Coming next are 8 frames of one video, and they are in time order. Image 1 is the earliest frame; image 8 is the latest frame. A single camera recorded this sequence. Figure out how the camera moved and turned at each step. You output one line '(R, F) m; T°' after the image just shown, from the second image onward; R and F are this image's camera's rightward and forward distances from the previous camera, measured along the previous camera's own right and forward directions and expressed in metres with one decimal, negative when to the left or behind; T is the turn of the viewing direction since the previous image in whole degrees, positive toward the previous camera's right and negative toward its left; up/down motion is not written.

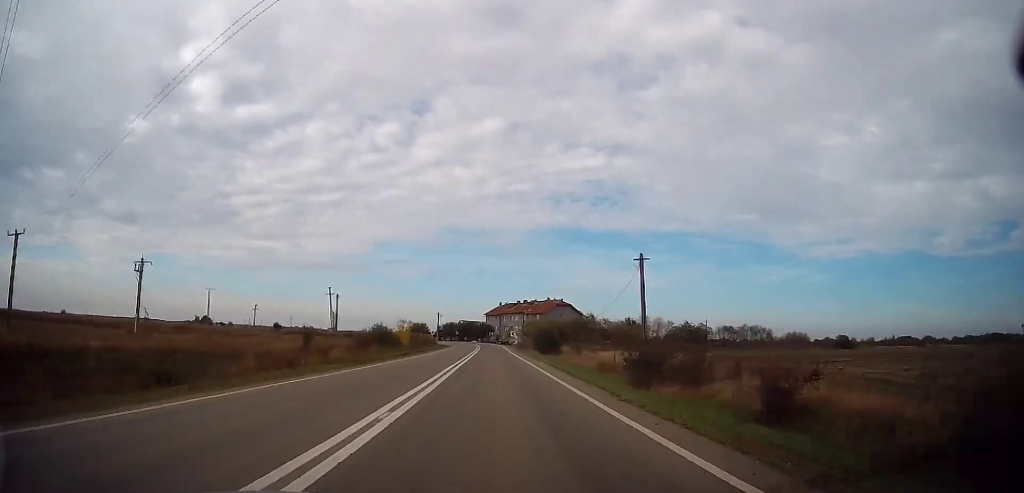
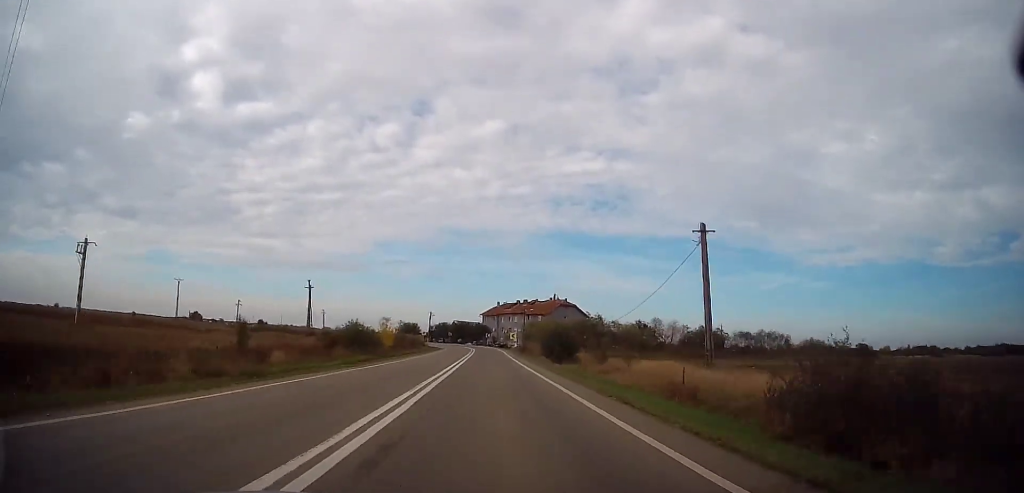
(+0.1, +12.2) m; 0°
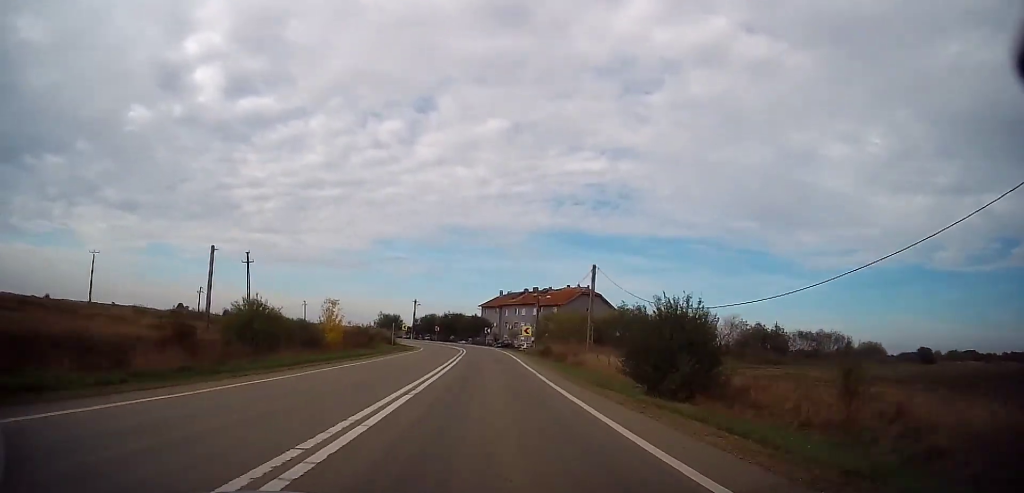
(-0.1, +27.6) m; 0°
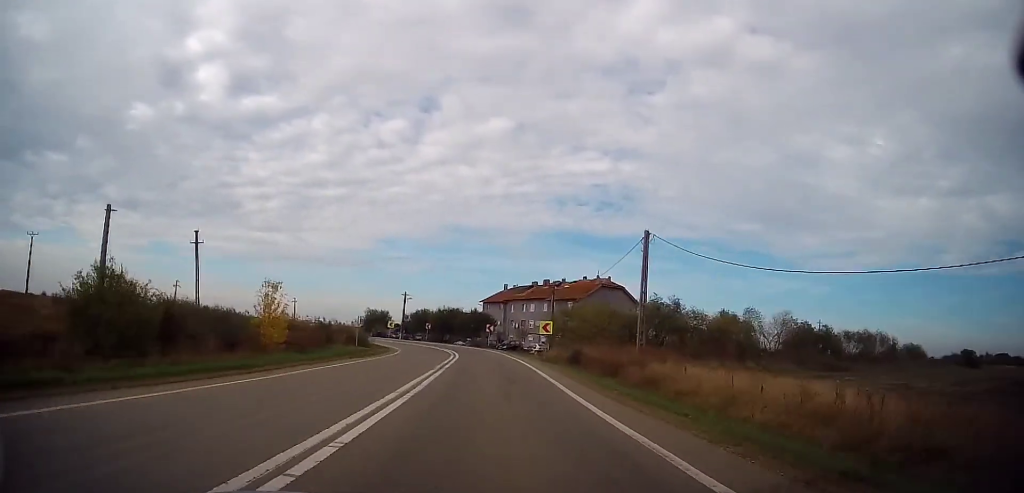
(0.0, +14.9) m; -1°
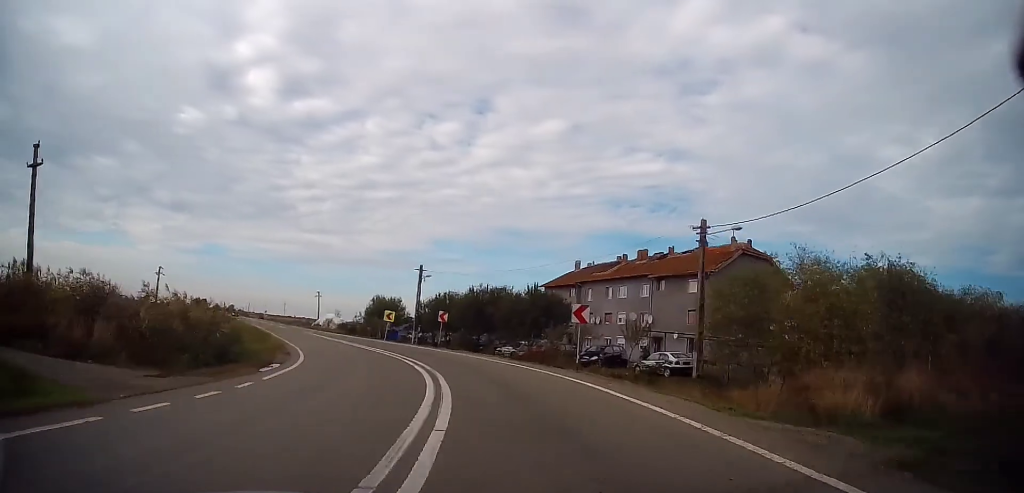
(-0.5, +33.7) m; -6°
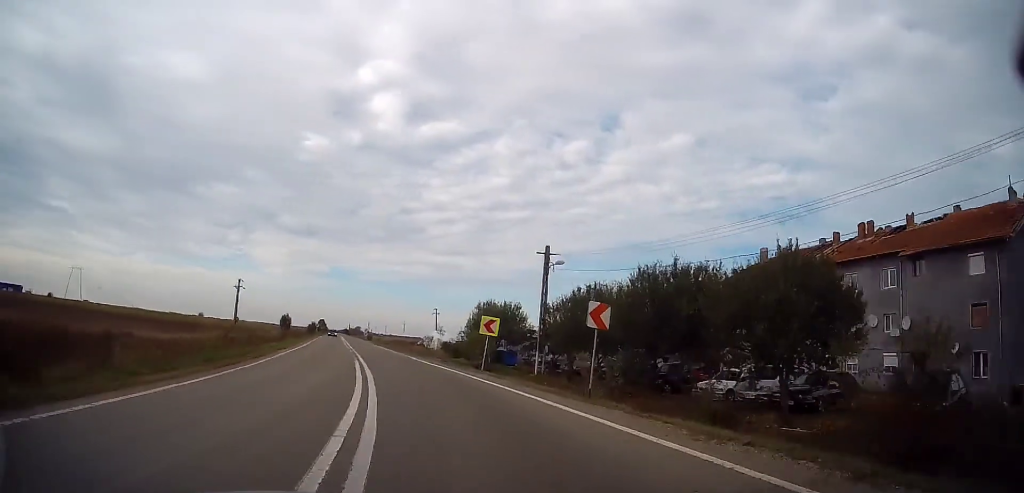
(-2.0, +22.0) m; -14°
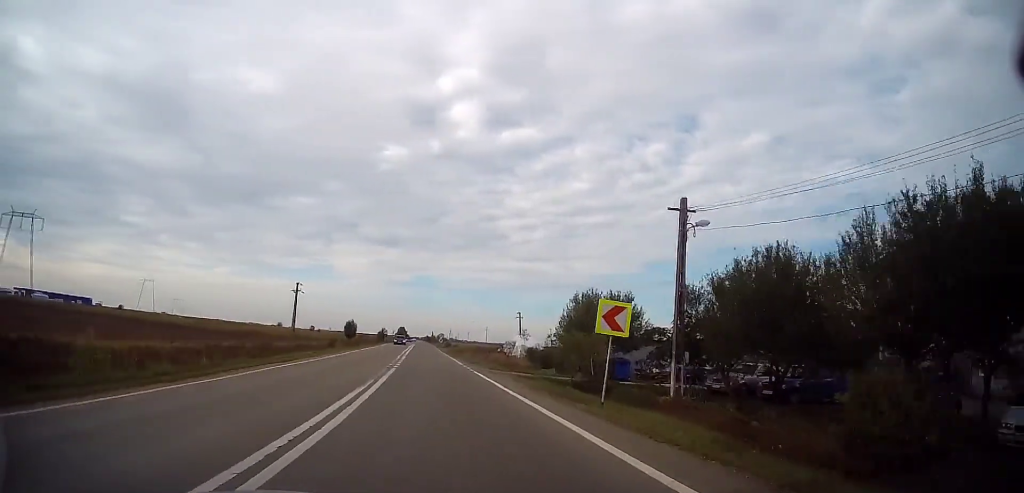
(-2.0, +12.4) m; -7°
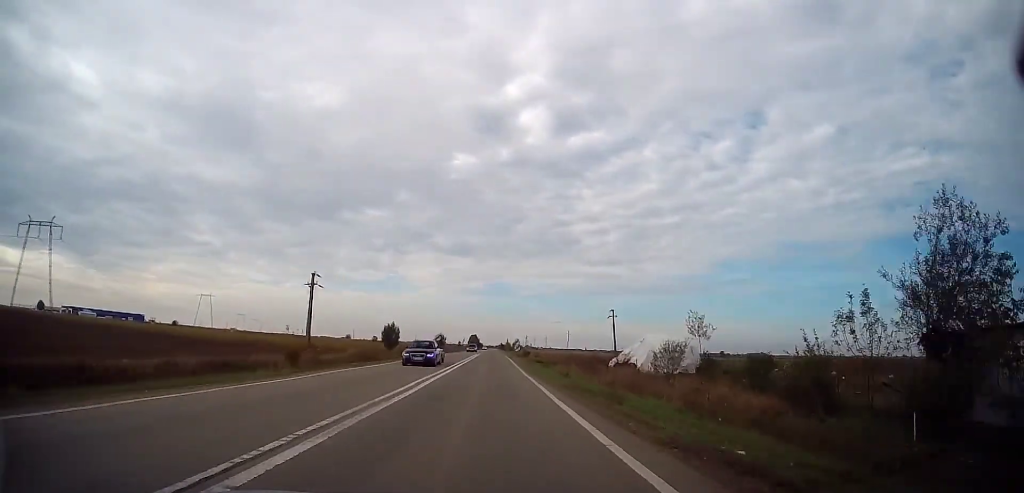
(-3.0, +29.7) m; -7°
